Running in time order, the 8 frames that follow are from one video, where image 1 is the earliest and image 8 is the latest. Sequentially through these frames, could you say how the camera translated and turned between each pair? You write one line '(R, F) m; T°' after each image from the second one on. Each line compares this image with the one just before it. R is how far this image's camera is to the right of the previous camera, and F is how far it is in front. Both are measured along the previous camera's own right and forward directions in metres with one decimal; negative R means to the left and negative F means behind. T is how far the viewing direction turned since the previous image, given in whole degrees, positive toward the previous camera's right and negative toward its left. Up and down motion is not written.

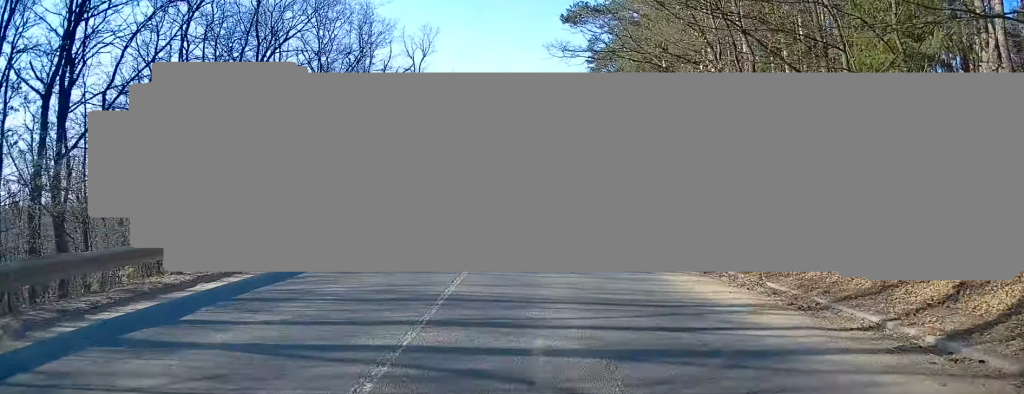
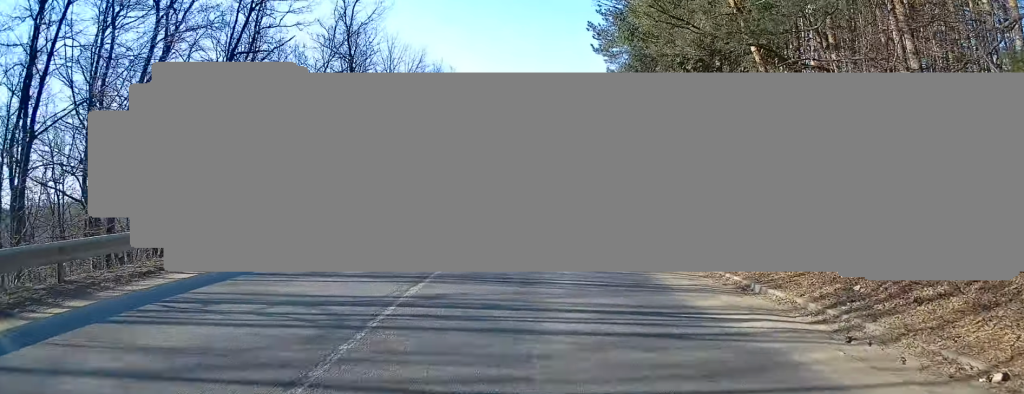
(+0.2, +13.8) m; +2°
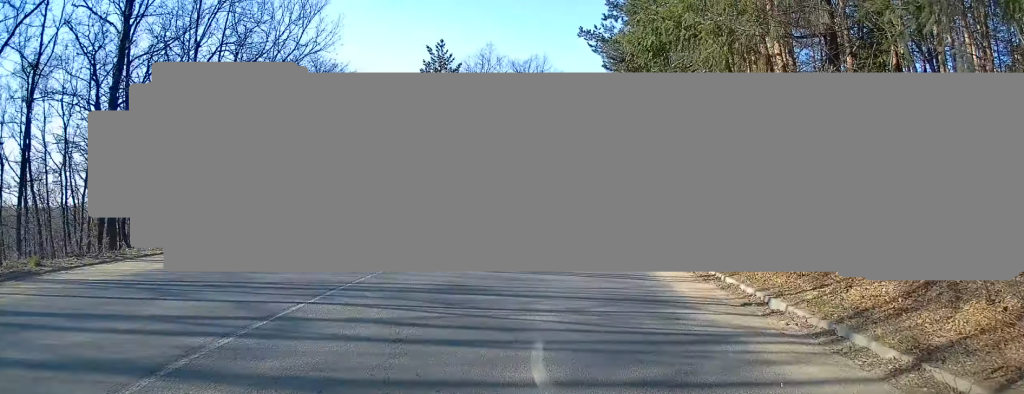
(+0.2, +14.8) m; +3°
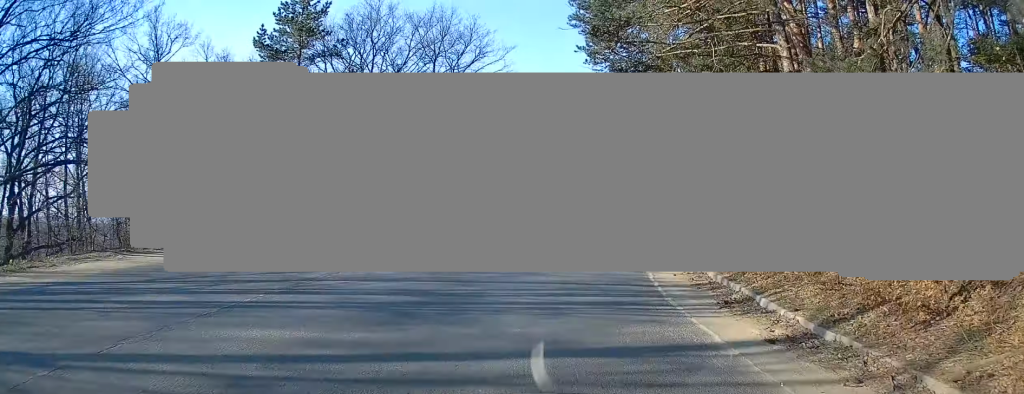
(+0.3, +11.4) m; +6°
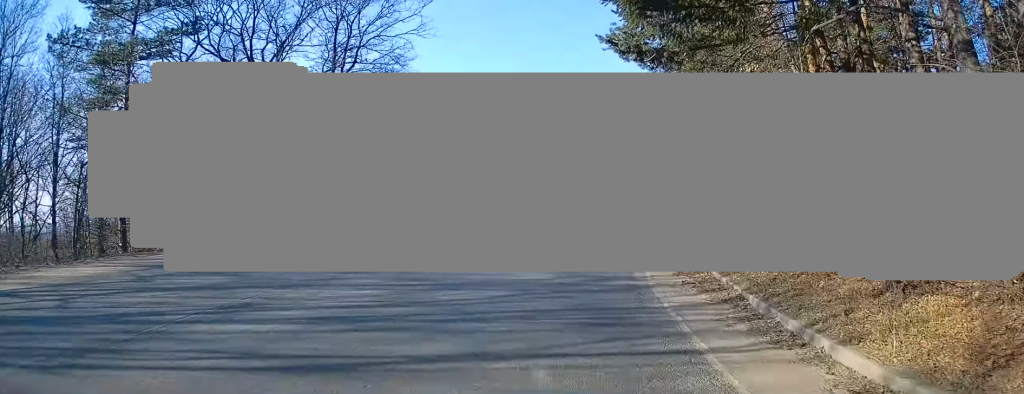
(+0.5, +8.1) m; +4°
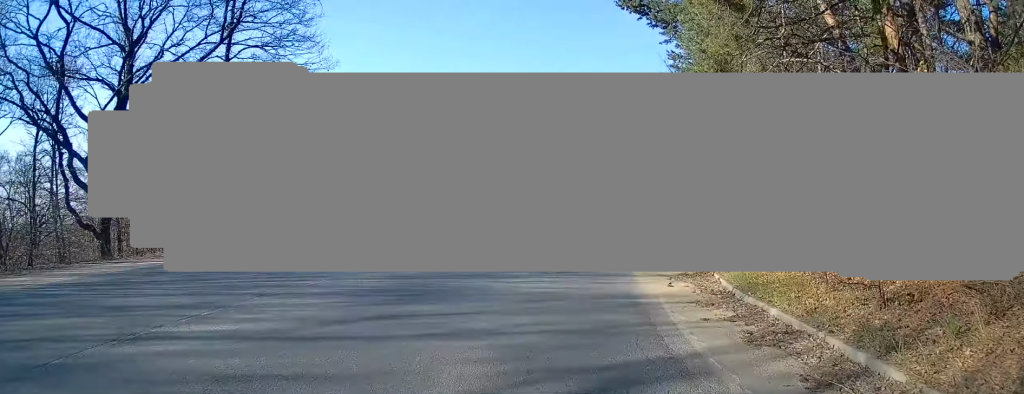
(+0.2, +6.2) m; +3°
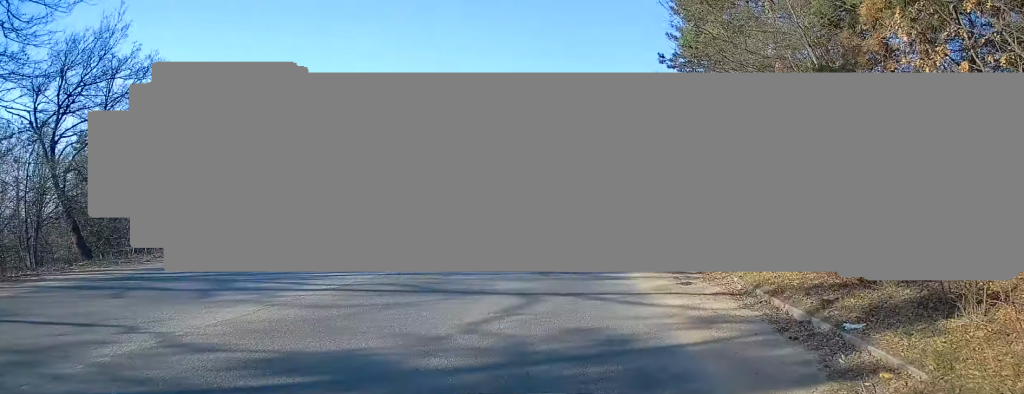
(+0.4, +10.1) m; +6°
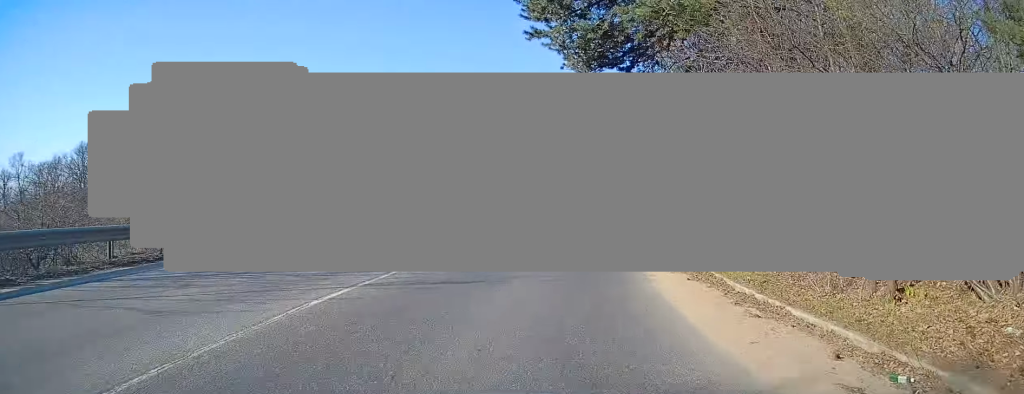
(+2.4, +22.1) m; +12°
